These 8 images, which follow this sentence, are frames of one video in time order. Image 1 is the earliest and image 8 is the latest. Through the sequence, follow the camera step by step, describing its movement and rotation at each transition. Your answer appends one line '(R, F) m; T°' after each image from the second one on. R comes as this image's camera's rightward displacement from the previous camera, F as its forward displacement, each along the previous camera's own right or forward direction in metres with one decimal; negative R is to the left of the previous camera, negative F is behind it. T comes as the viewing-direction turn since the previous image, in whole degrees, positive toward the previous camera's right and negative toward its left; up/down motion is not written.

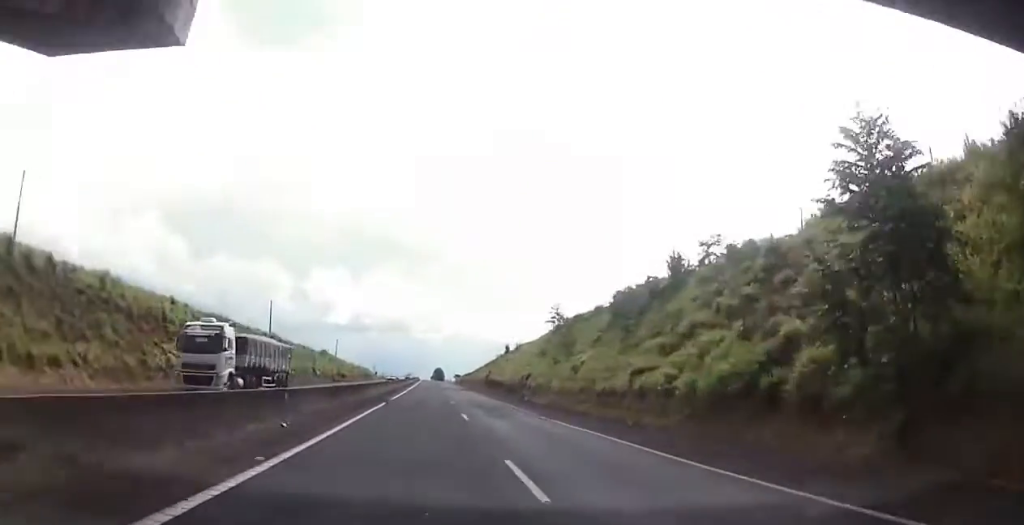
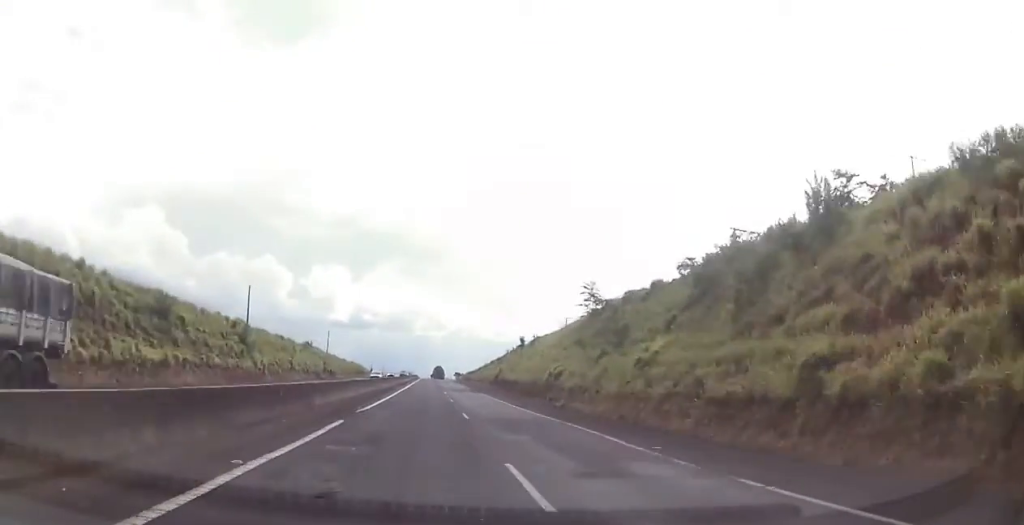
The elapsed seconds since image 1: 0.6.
(0.0, +17.1) m; 0°
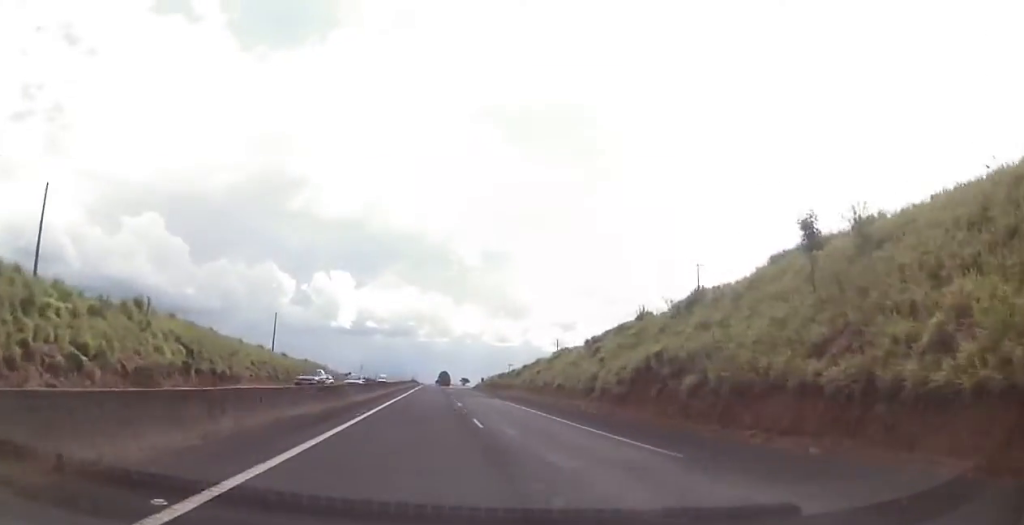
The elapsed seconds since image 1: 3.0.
(+0.8, +67.9) m; 0°
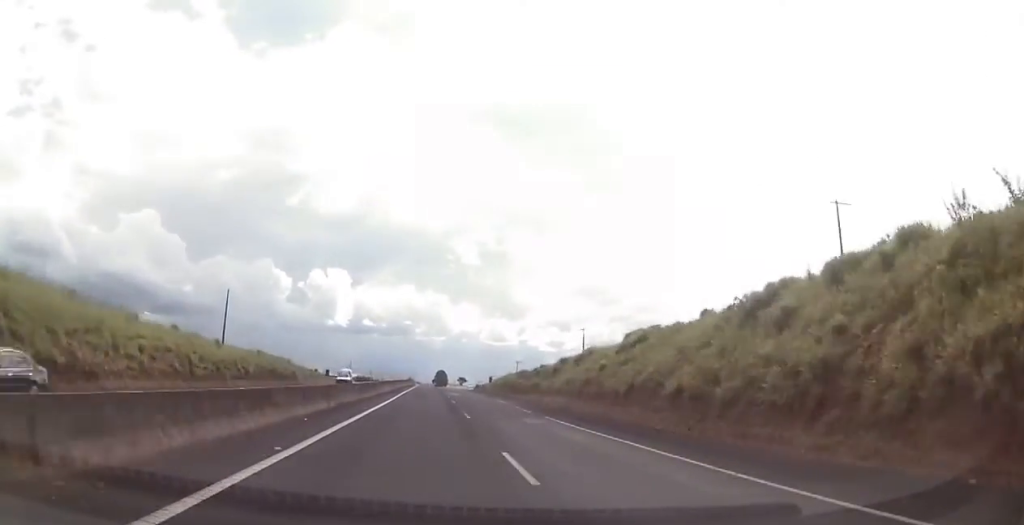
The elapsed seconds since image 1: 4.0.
(-0.4, +27.4) m; -1°
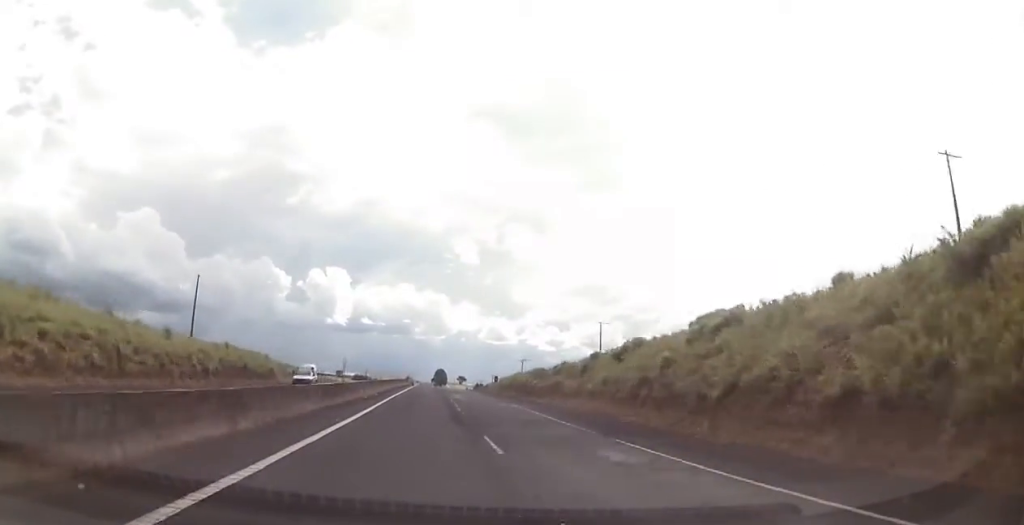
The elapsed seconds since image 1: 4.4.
(-0.2, +12.3) m; 0°
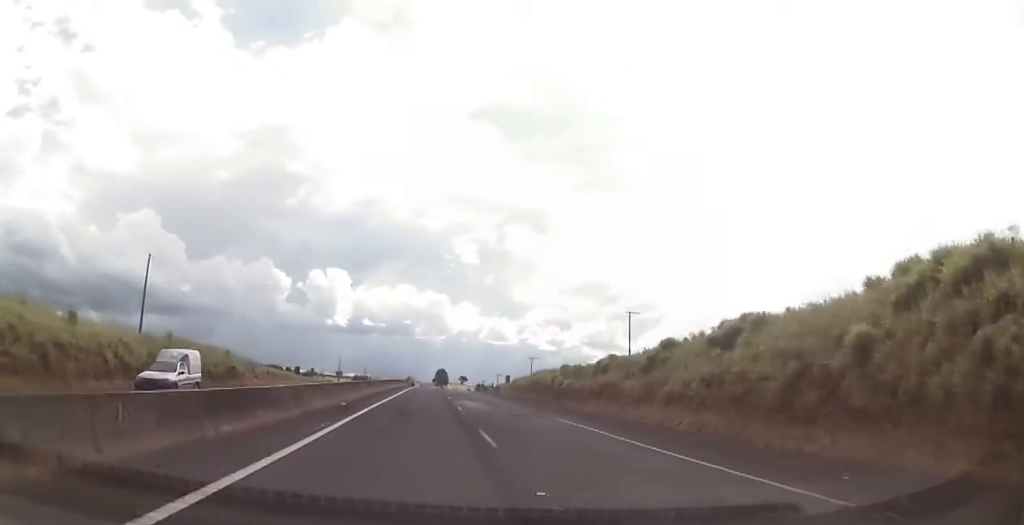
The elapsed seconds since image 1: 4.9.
(-0.1, +15.1) m; 0°
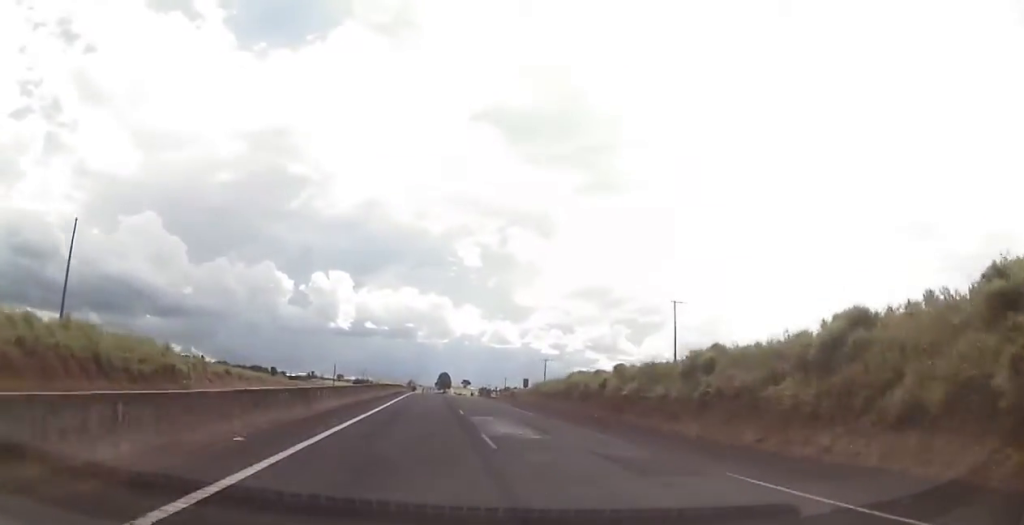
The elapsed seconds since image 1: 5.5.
(+0.3, +16.1) m; +1°
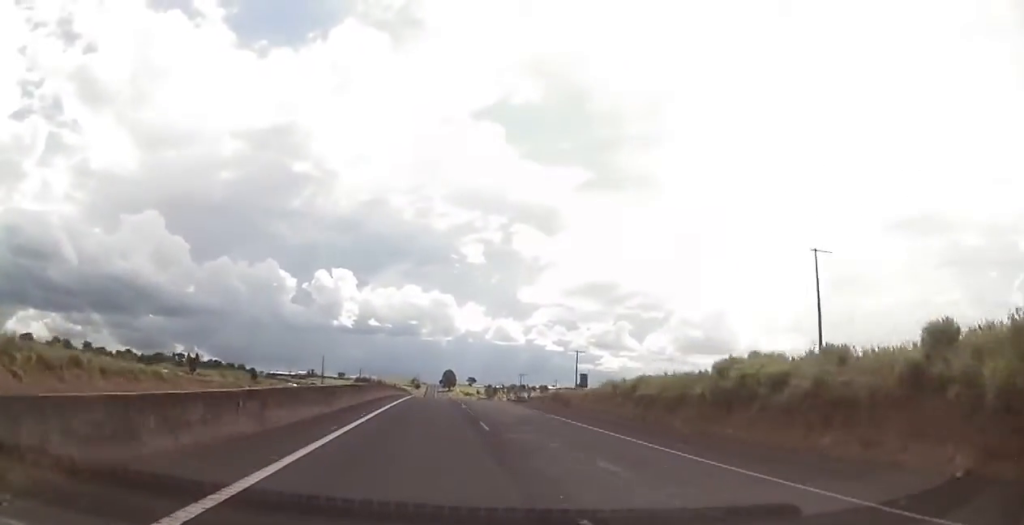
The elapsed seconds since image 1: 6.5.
(0.0, +28.2) m; 0°
